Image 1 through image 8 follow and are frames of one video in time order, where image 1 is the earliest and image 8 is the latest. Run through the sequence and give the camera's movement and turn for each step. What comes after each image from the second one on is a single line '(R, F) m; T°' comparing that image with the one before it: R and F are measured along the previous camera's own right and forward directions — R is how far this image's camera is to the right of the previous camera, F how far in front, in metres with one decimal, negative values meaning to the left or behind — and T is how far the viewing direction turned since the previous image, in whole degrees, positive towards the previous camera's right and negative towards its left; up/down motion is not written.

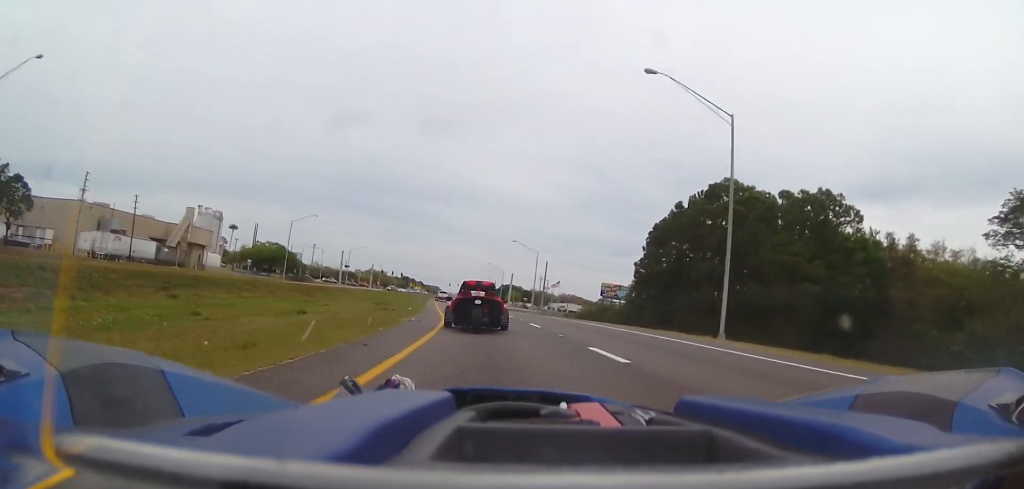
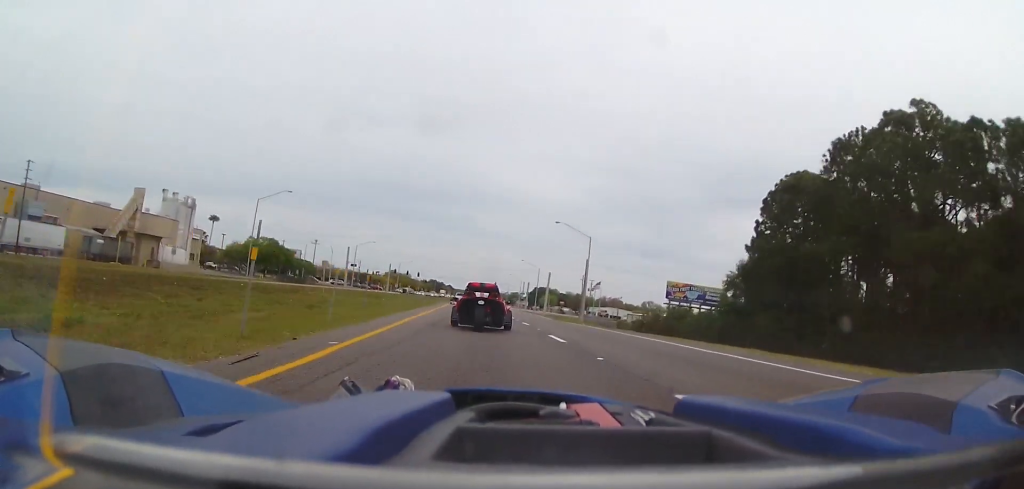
(-0.9, +31.2) m; -3°
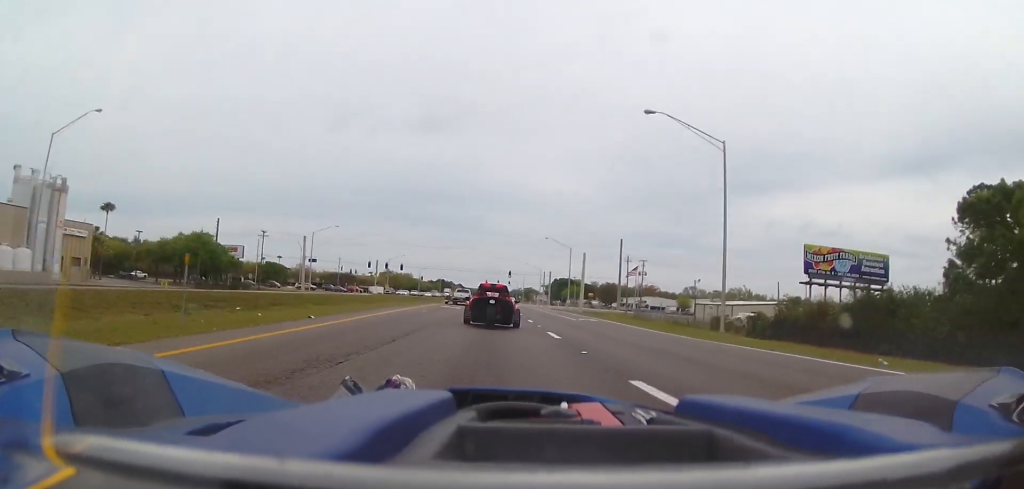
(+0.6, +47.6) m; +1°
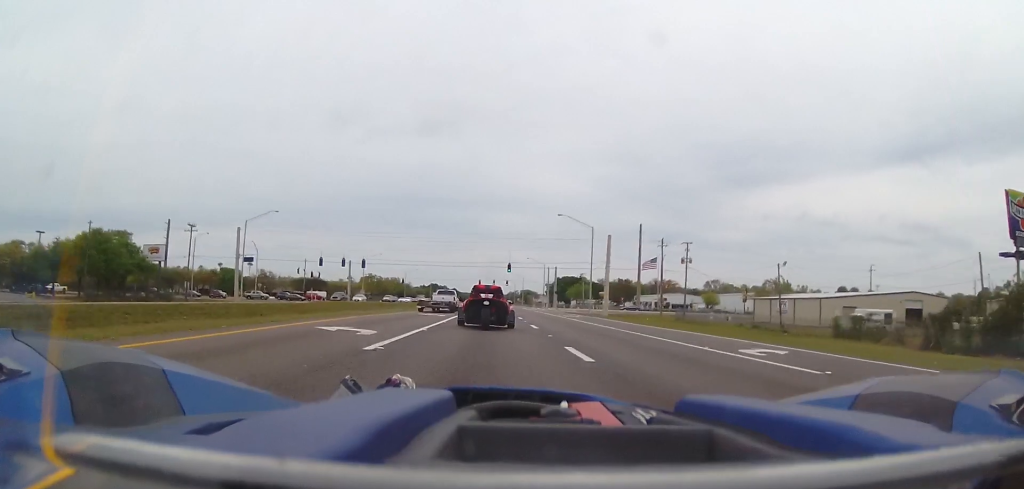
(-0.3, +30.6) m; -1°
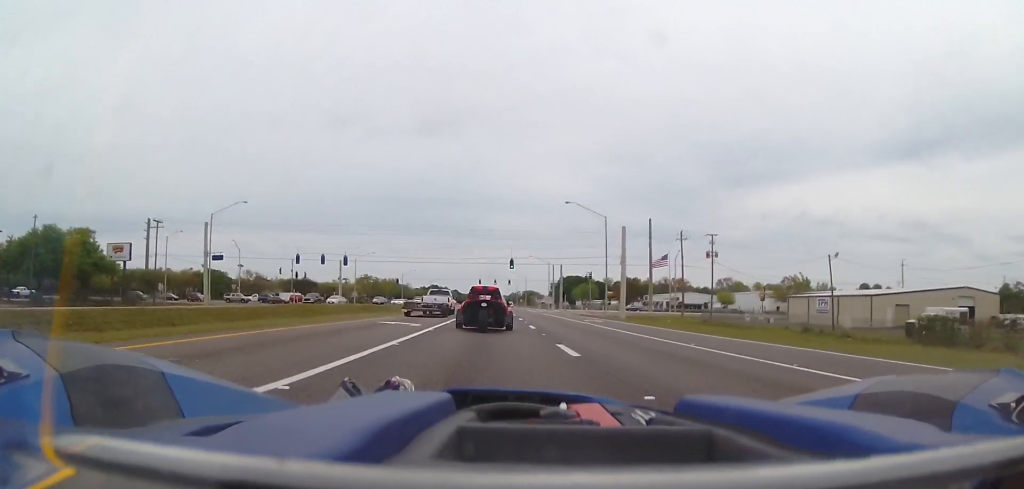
(0.0, +10.9) m; 0°
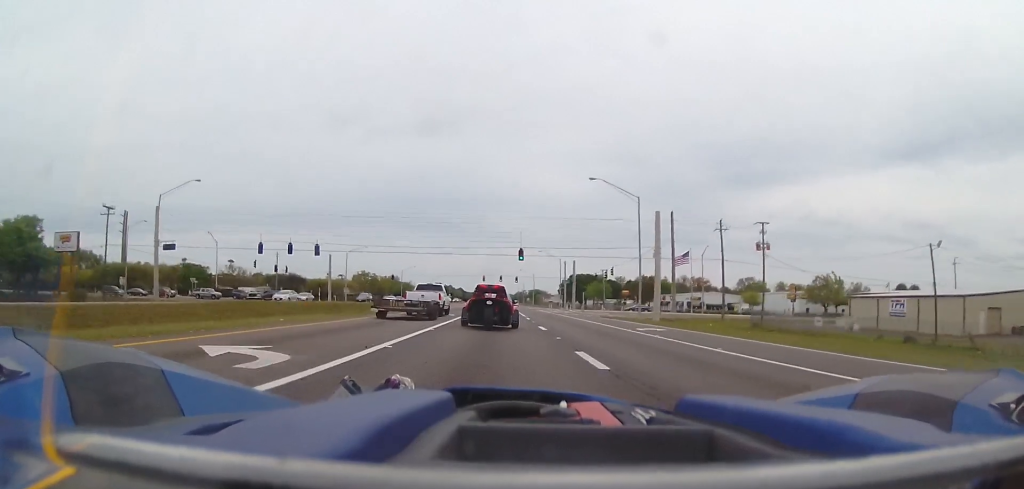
(0.0, +14.6) m; 0°
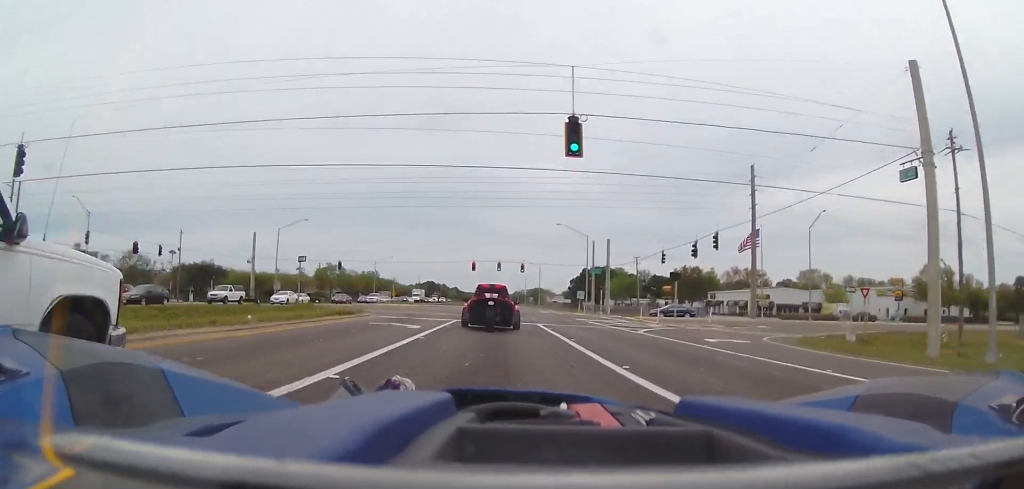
(0.0, +43.8) m; 0°
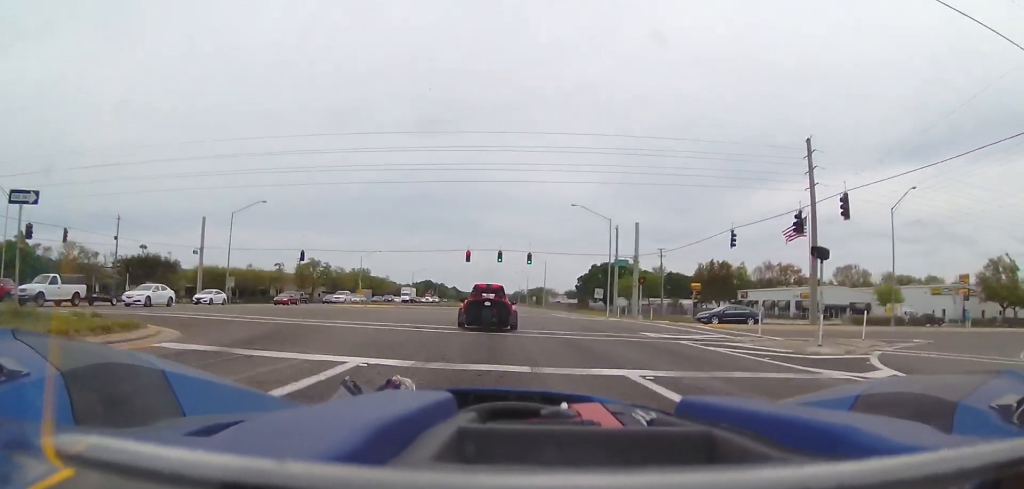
(0.0, +18.3) m; 0°
